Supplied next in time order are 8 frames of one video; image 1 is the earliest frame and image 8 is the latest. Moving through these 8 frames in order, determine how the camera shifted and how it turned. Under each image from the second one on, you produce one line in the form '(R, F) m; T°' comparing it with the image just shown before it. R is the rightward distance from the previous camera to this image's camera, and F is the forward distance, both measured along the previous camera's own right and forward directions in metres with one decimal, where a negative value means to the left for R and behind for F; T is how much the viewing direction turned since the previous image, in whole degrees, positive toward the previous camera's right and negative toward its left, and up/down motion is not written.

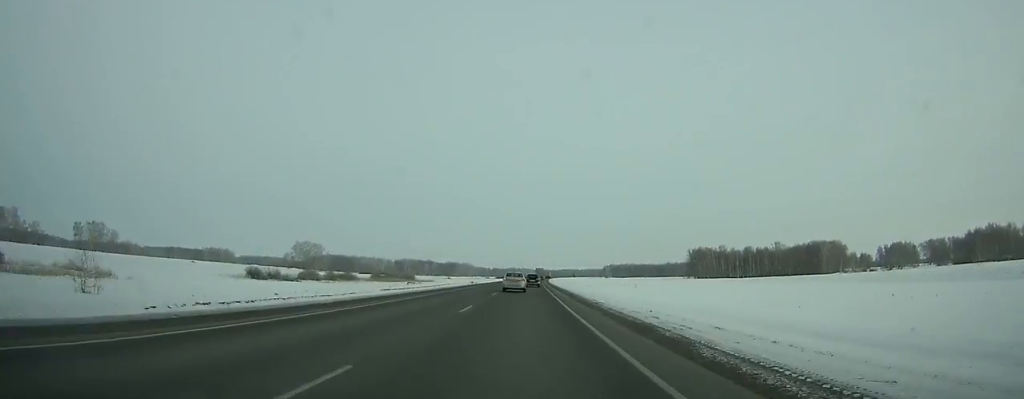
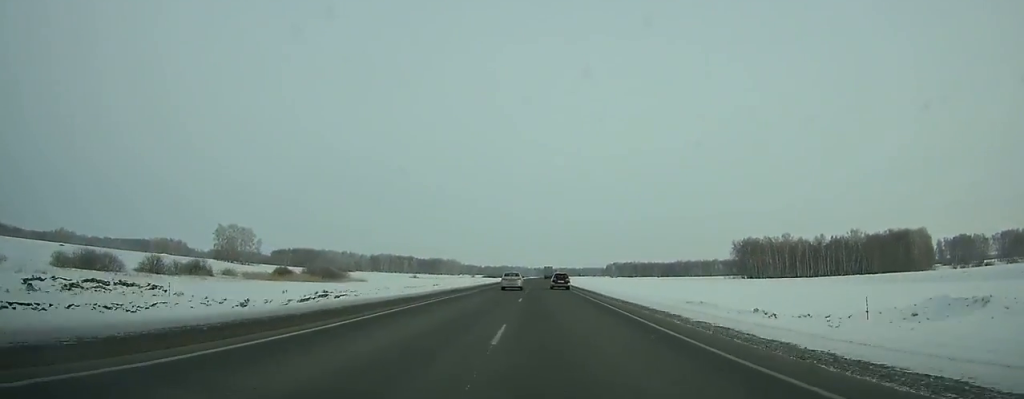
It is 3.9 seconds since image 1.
(+0.8, +109.9) m; +1°
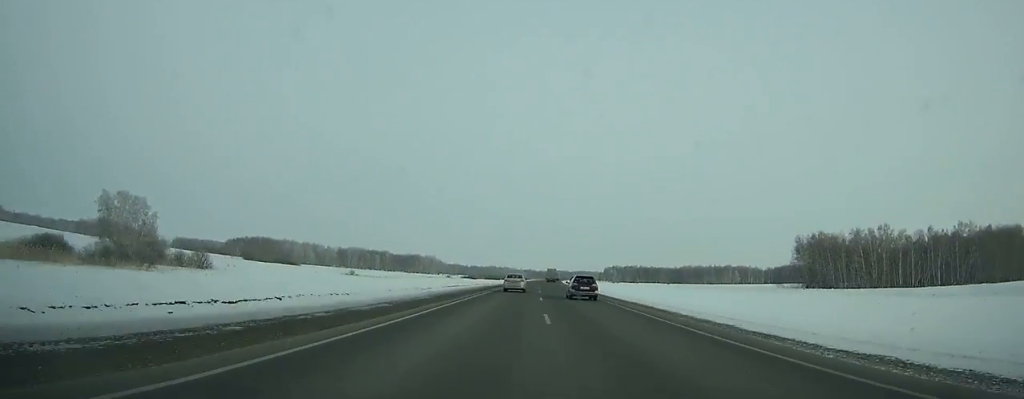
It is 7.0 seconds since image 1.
(+0.6, +91.8) m; +1°
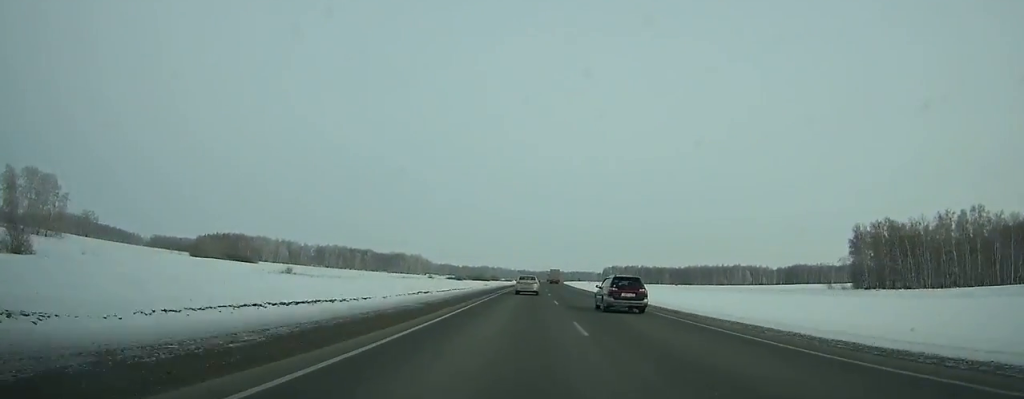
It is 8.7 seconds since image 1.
(+0.5, +51.4) m; +1°
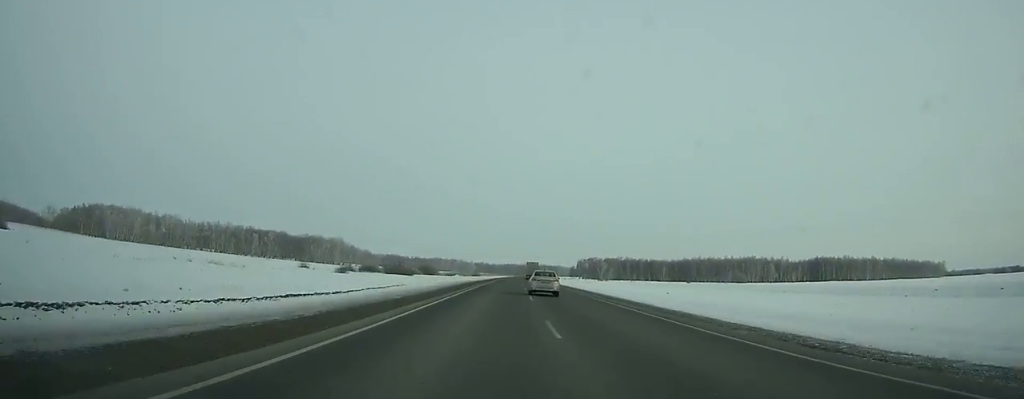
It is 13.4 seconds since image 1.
(+3.7, +142.0) m; +3°
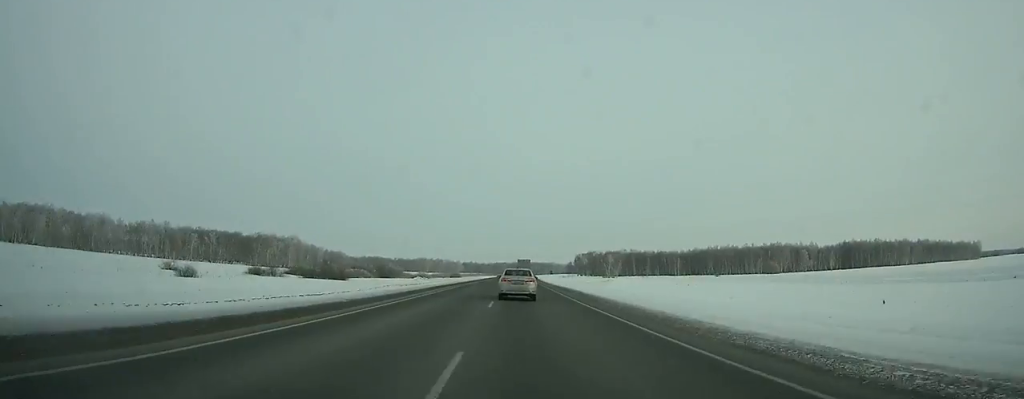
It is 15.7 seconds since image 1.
(+0.6, +66.8) m; +1°
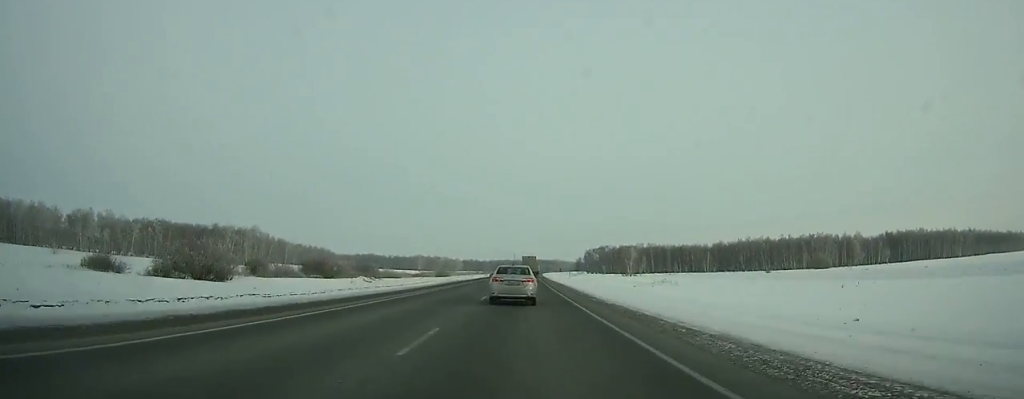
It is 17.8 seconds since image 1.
(+0.2, +59.4) m; 0°
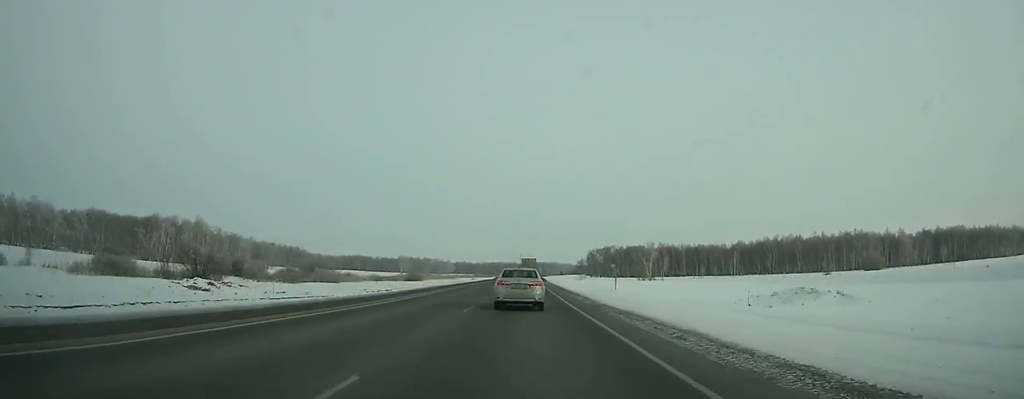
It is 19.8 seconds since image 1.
(+0.1, +55.4) m; 0°
